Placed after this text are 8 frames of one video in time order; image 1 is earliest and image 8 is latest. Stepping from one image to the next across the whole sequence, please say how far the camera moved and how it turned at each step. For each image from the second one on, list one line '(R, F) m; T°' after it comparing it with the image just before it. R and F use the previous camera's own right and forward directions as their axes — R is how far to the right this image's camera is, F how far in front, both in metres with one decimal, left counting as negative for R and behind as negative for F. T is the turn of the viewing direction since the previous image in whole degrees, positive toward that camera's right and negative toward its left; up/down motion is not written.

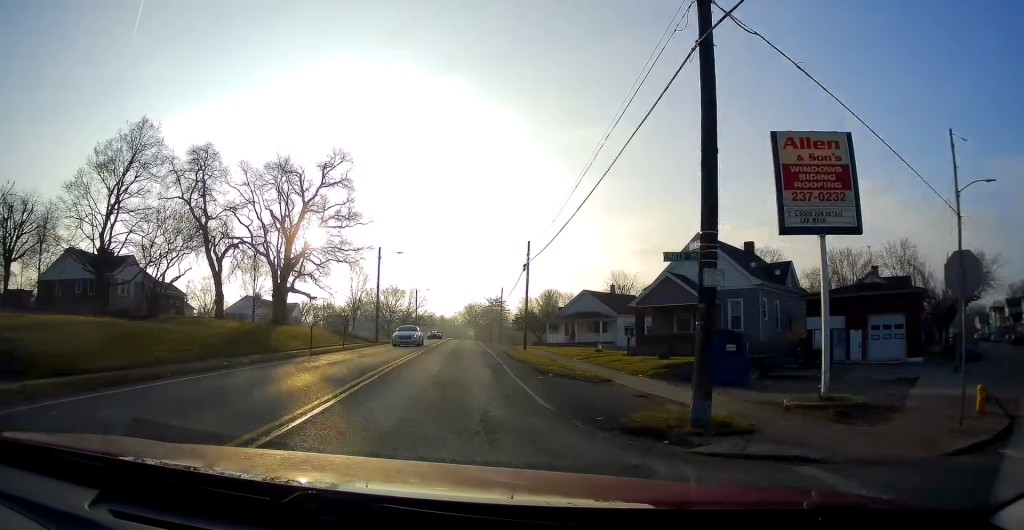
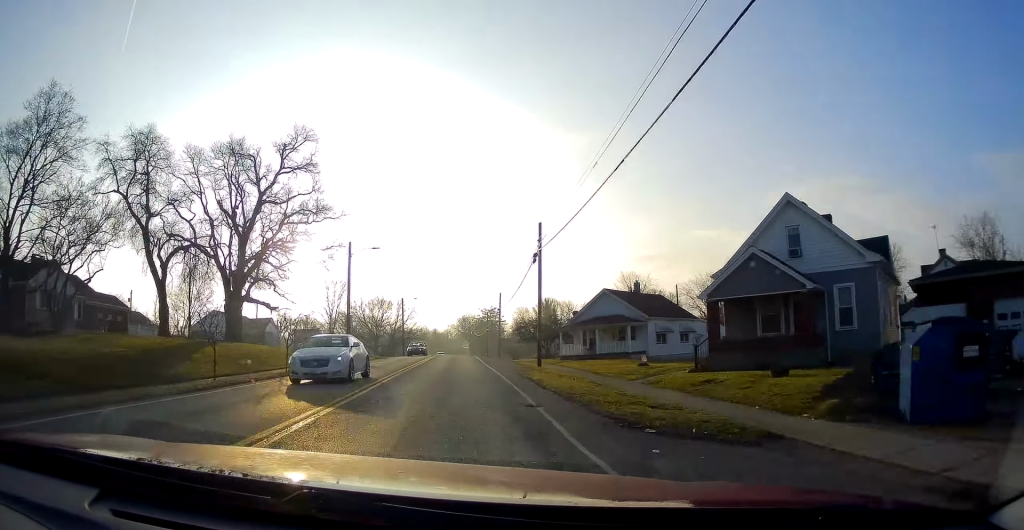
(+0.3, +12.0) m; 0°
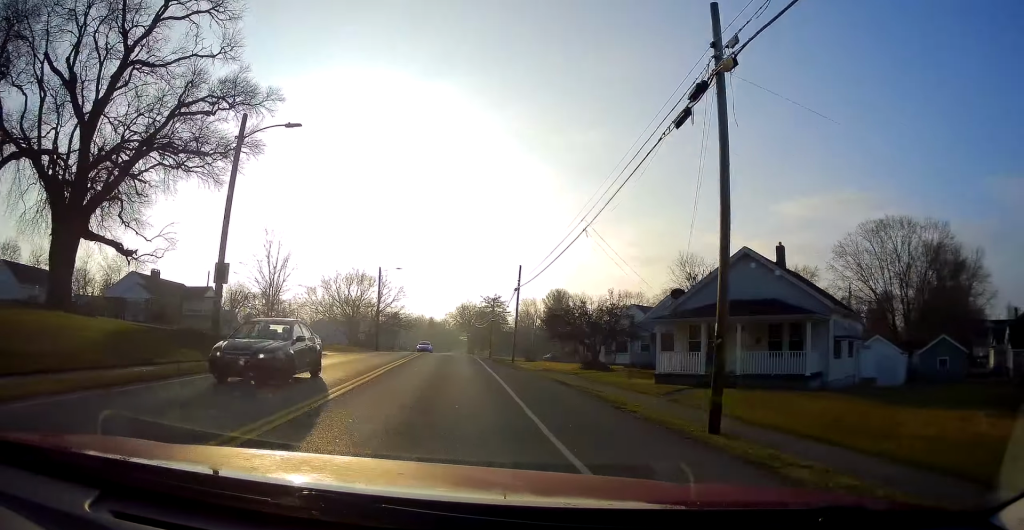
(-0.1, +25.5) m; 0°
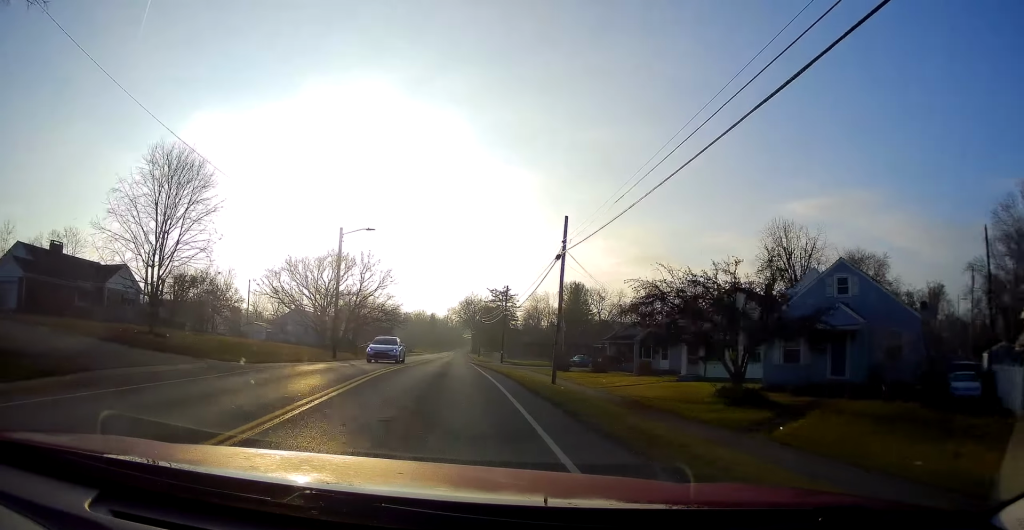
(+0.3, +22.0) m; 0°
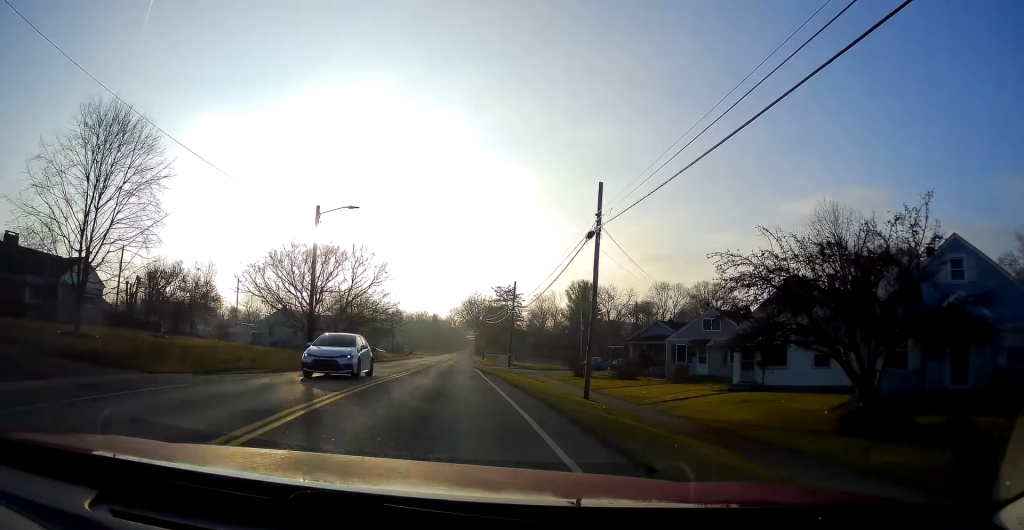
(+0.1, +7.4) m; 0°
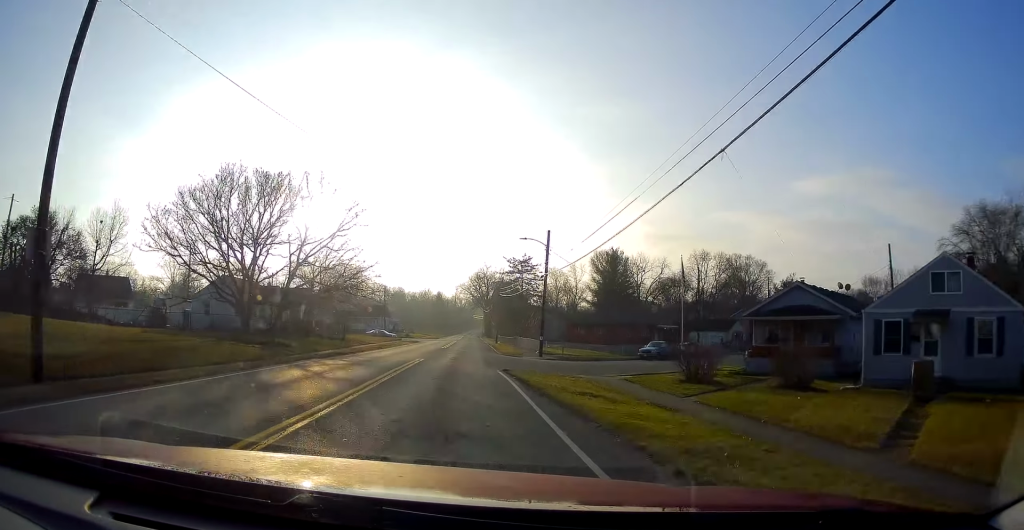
(-0.3, +22.8) m; 0°
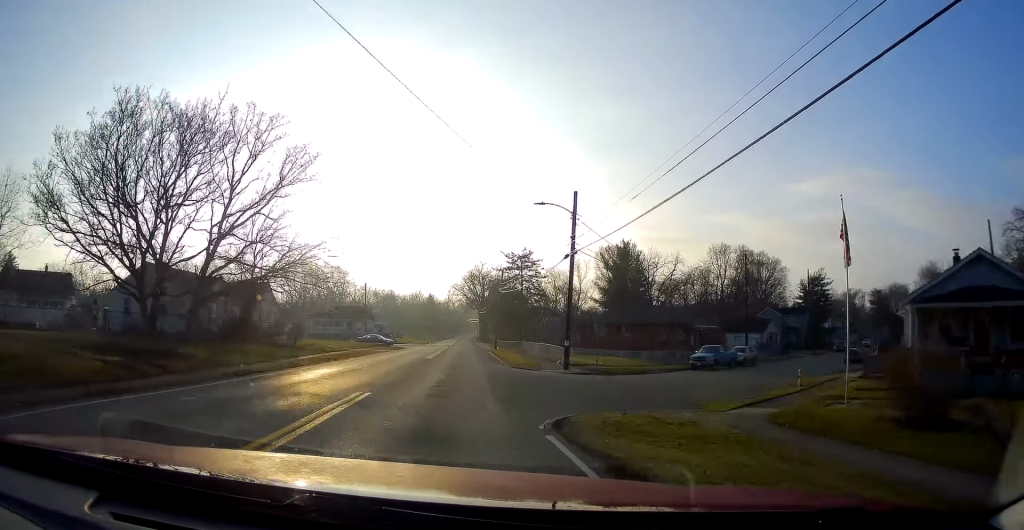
(0.0, +14.4) m; +1°
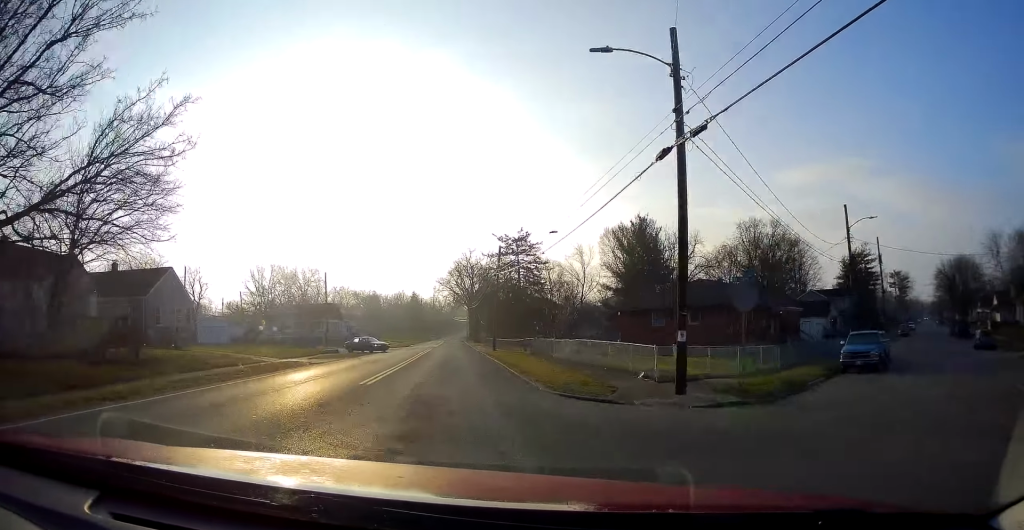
(+0.2, +19.5) m; 0°
